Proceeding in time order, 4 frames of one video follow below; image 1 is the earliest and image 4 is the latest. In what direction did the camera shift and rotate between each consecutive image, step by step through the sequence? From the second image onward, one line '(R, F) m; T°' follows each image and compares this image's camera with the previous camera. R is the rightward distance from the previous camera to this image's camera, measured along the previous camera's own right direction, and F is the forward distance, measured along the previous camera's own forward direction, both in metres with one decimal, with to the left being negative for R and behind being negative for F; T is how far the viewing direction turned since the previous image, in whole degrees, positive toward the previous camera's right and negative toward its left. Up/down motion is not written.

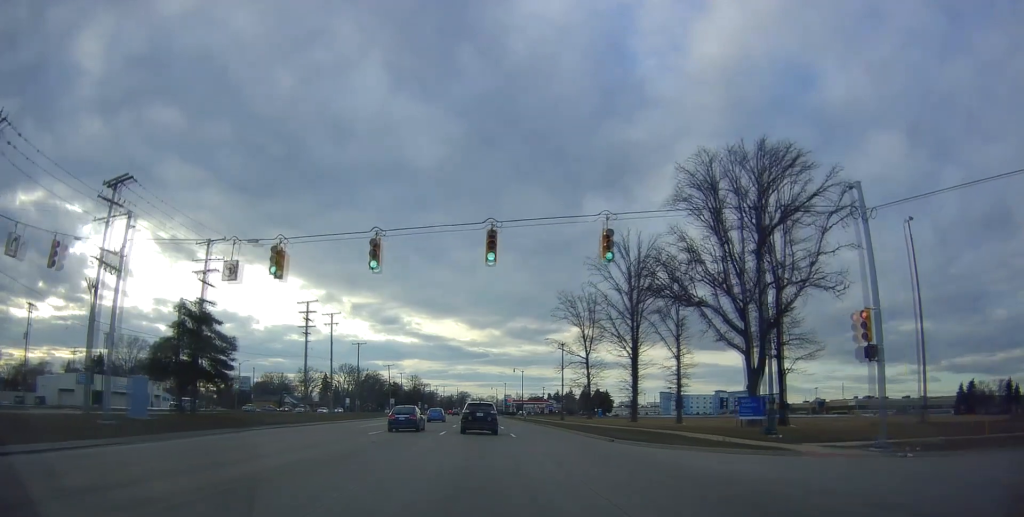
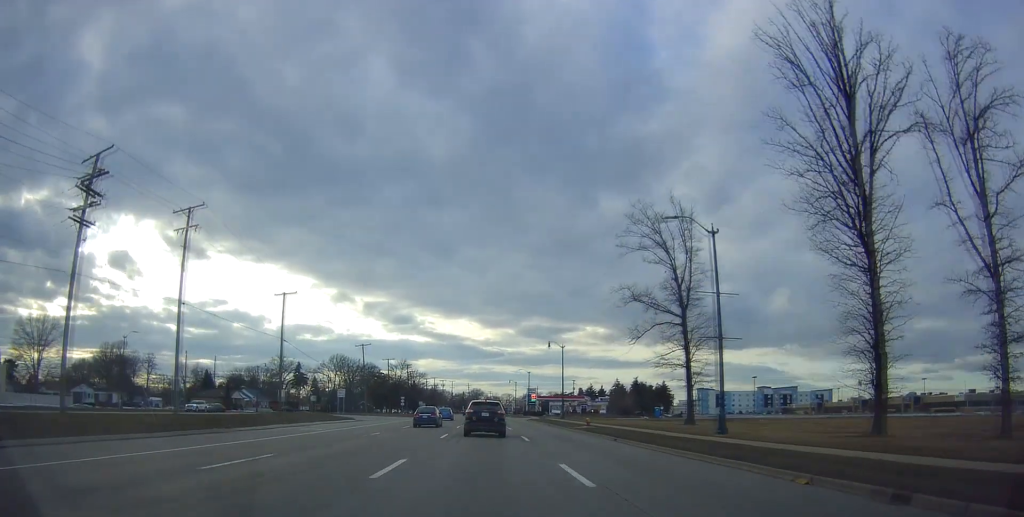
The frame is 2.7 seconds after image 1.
(-1.5, +49.0) m; -3°
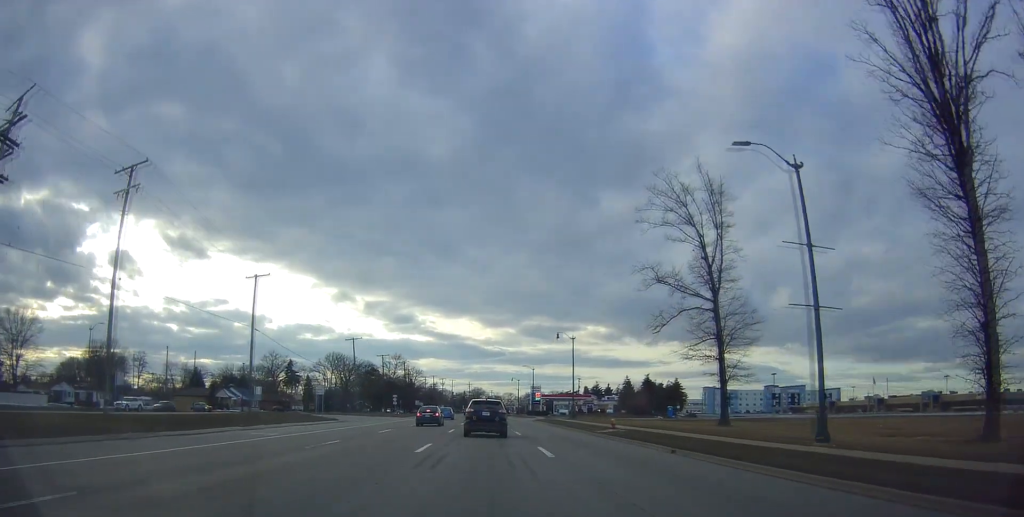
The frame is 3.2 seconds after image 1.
(-0.1, +9.0) m; +1°
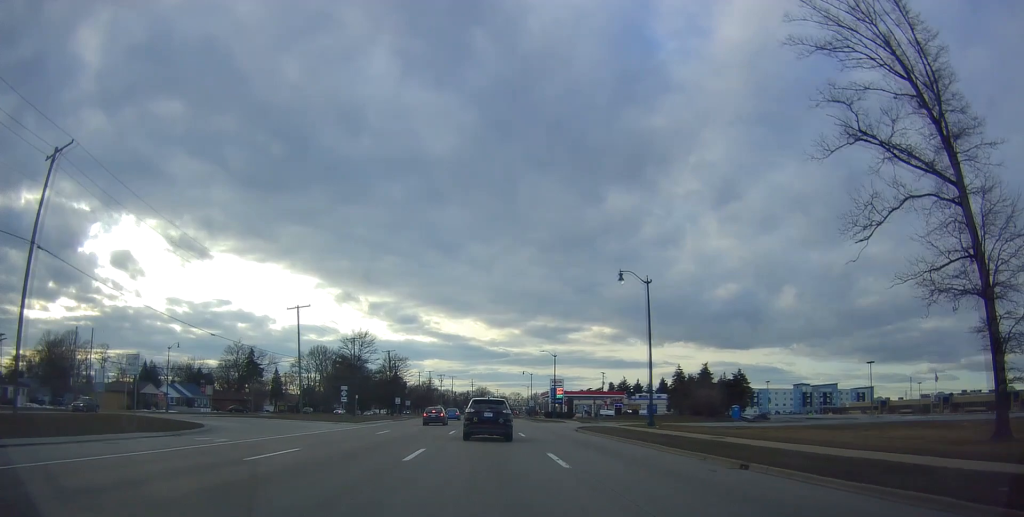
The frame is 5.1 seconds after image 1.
(+1.0, +33.5) m; -1°
